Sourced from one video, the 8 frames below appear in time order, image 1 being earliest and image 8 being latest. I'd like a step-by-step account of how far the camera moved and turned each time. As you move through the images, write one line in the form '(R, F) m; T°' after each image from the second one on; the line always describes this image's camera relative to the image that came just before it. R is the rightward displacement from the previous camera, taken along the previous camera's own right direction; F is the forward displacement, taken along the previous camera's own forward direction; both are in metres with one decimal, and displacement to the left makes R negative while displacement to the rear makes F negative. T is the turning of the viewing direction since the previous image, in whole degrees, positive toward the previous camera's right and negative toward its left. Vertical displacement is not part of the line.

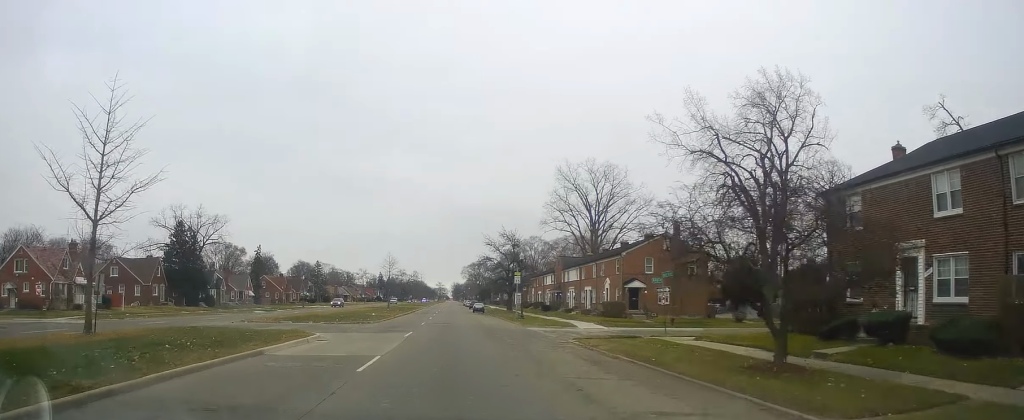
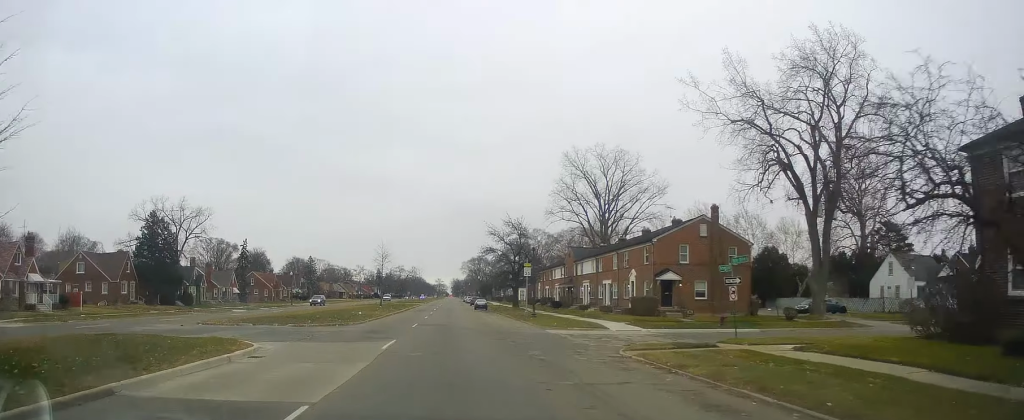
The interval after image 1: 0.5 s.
(0.0, +9.3) m; 0°
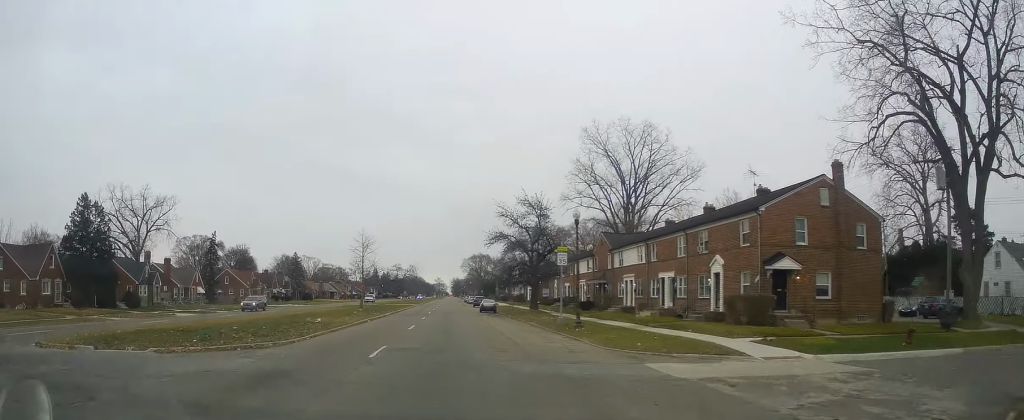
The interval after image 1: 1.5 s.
(-0.3, +17.9) m; 0°
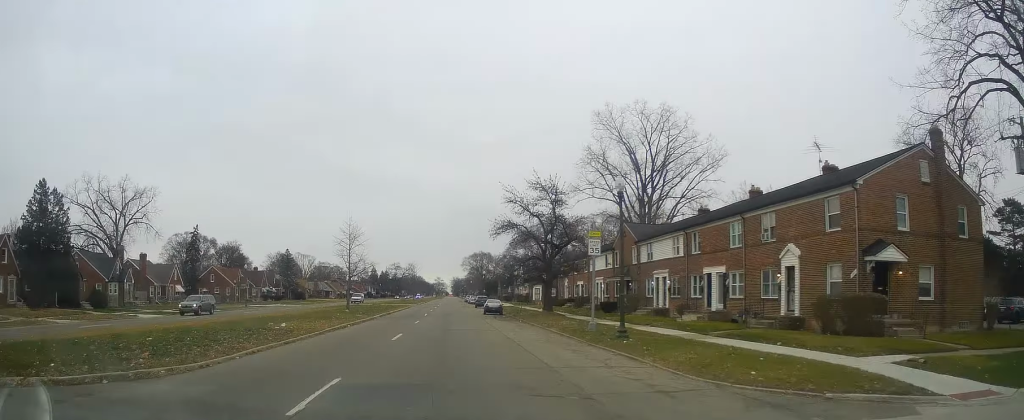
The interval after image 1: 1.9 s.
(+0.2, +8.6) m; +1°
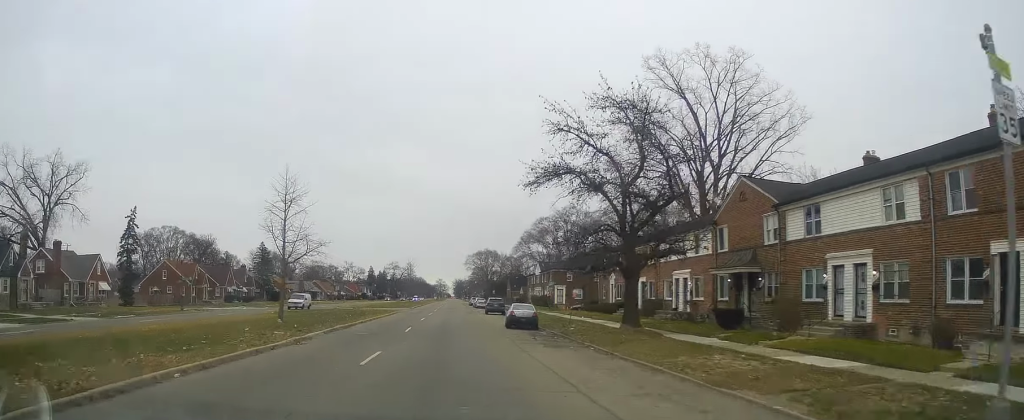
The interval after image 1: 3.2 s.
(+0.2, +23.2) m; -1°
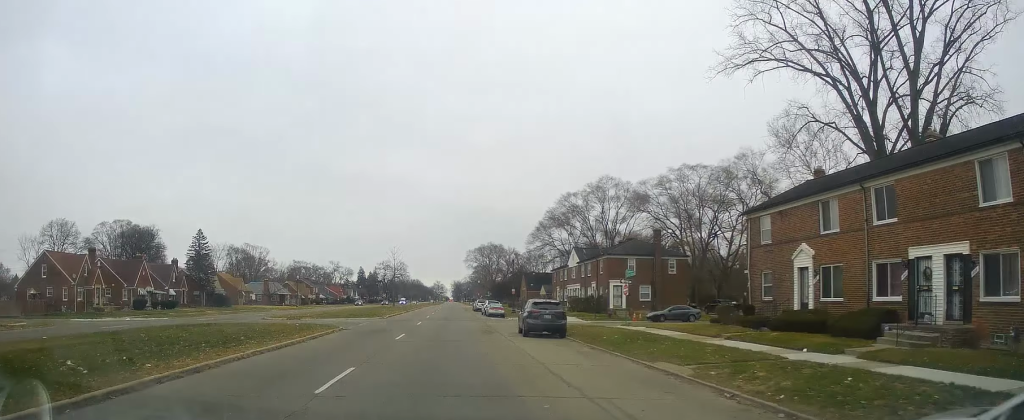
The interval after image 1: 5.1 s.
(-0.1, +34.3) m; 0°
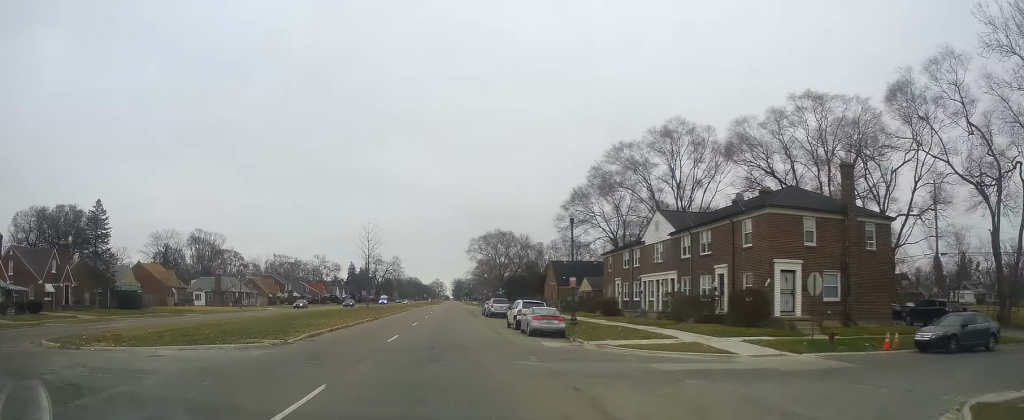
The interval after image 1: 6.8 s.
(-0.1, +33.0) m; 0°
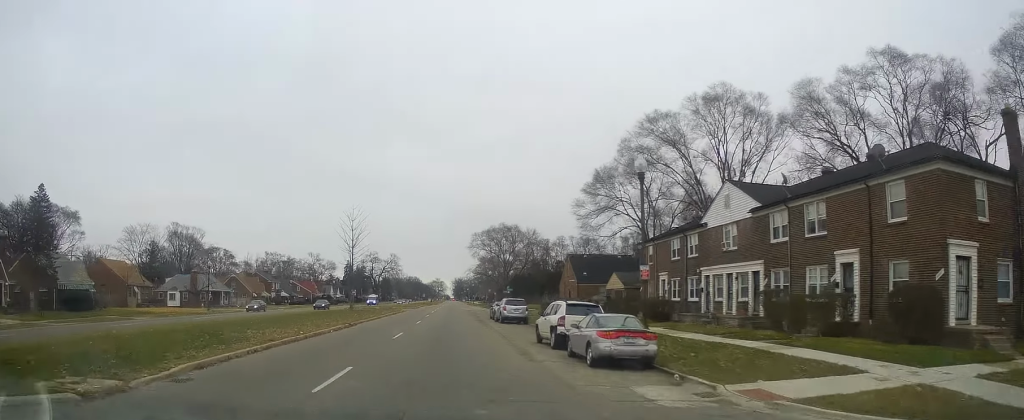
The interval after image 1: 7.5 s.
(+0.1, +12.6) m; 0°
